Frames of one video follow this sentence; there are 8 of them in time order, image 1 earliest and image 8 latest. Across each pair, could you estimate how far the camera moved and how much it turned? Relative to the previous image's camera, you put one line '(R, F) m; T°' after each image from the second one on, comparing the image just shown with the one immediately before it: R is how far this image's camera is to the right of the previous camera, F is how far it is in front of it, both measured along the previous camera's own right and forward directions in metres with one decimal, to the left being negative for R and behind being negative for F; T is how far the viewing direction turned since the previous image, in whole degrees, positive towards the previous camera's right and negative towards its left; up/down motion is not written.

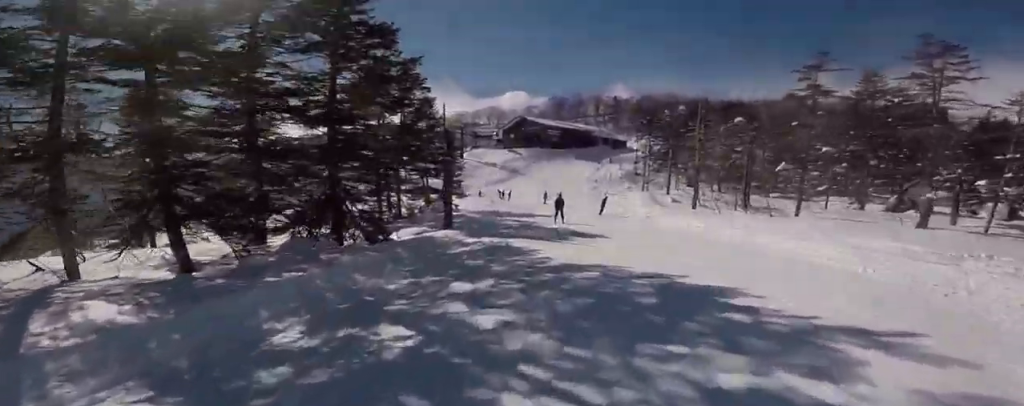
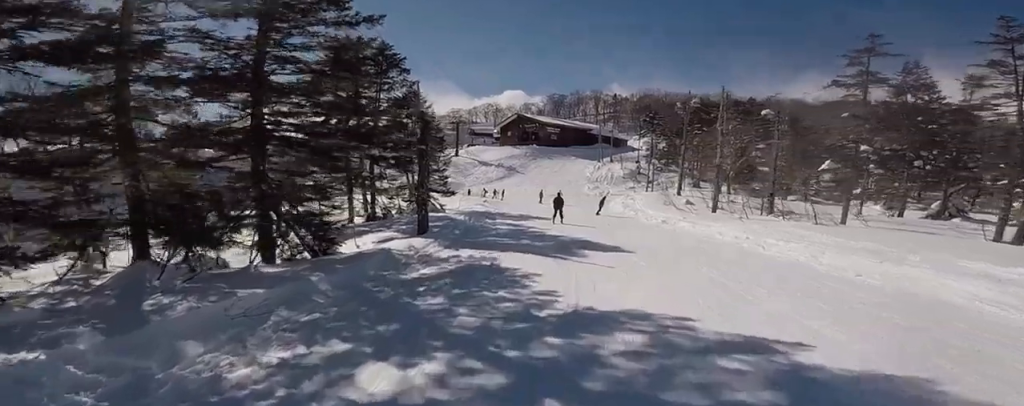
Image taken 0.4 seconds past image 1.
(-0.1, +3.7) m; -1°
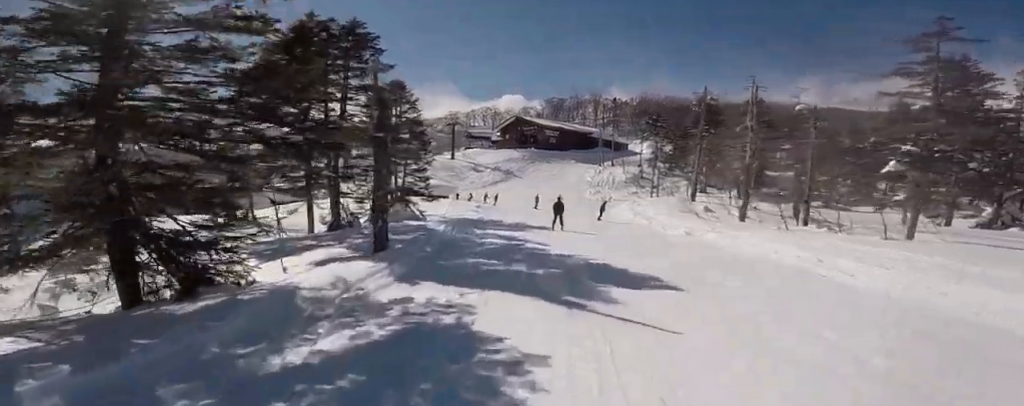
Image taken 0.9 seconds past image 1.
(0.0, +3.7) m; 0°
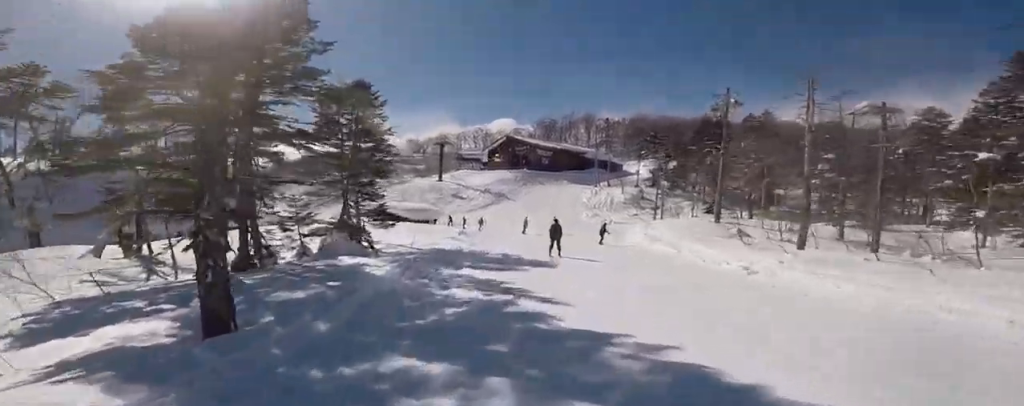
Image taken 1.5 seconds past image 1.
(0.0, +5.4) m; 0°
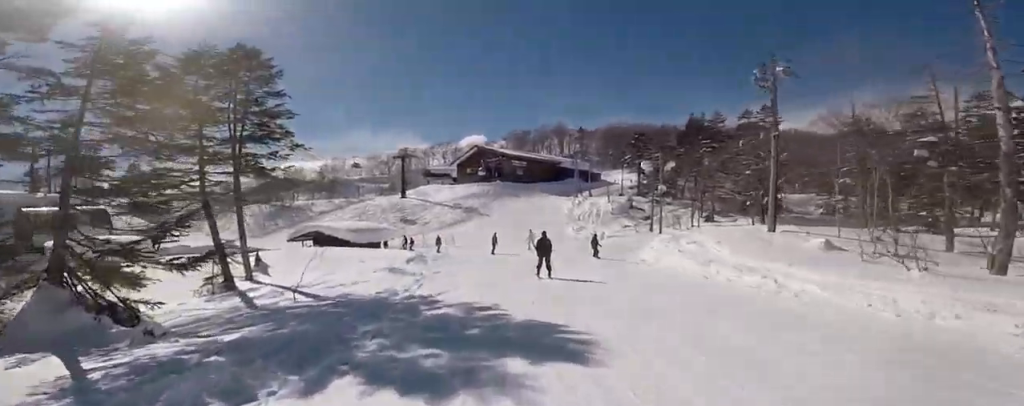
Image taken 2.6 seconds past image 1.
(-0.1, +7.7) m; -4°
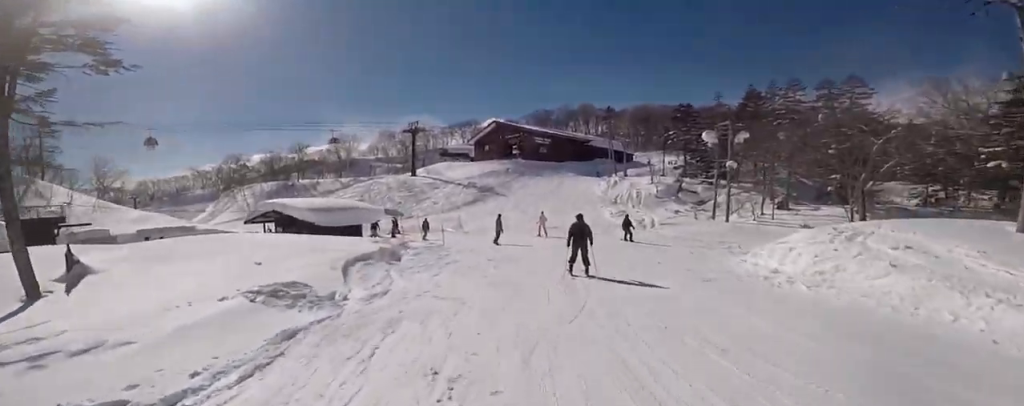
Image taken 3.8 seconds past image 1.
(-0.5, +7.6) m; -5°
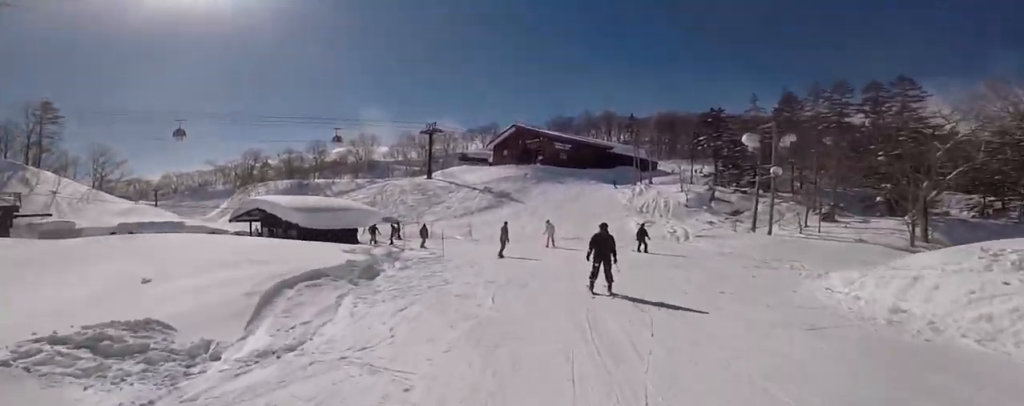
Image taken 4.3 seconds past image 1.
(0.0, +3.0) m; 0°
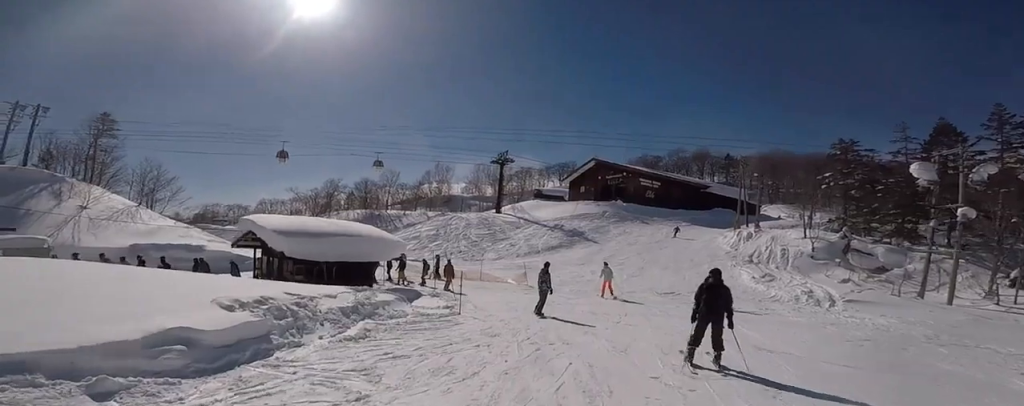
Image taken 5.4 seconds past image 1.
(0.0, +5.8) m; -7°
